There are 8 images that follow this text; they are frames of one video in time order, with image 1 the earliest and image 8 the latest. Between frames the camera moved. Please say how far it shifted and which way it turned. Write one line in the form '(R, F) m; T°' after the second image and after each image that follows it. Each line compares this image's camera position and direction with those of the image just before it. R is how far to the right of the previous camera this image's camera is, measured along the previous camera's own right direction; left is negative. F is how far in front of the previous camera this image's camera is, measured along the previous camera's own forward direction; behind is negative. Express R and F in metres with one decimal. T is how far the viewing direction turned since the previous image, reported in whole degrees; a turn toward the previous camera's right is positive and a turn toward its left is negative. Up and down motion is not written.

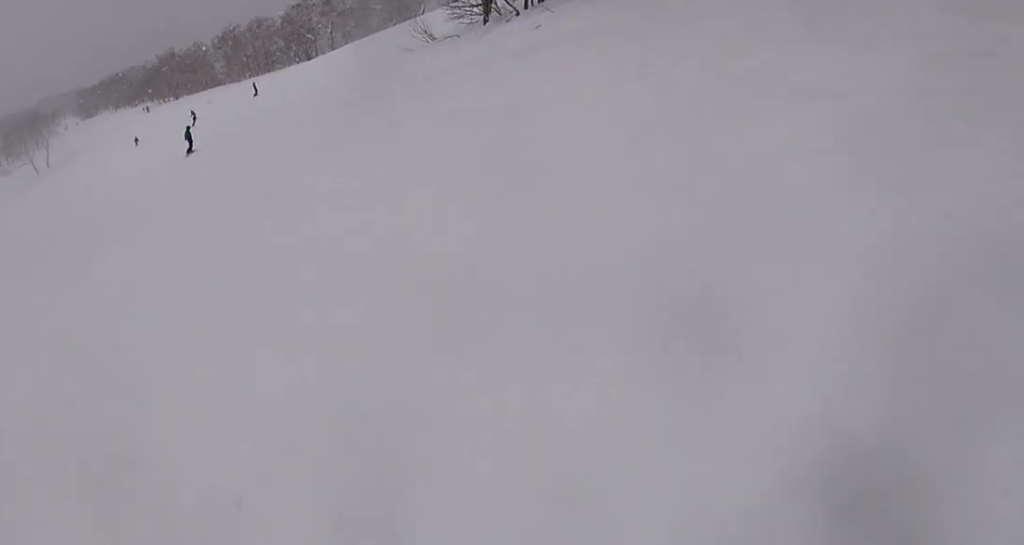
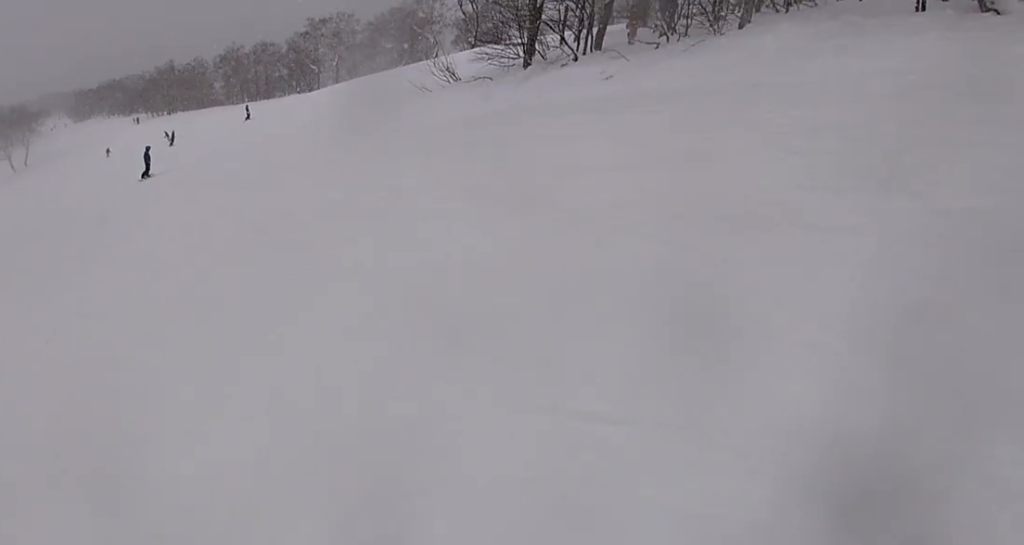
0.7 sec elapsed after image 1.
(+1.5, +7.6) m; +4°
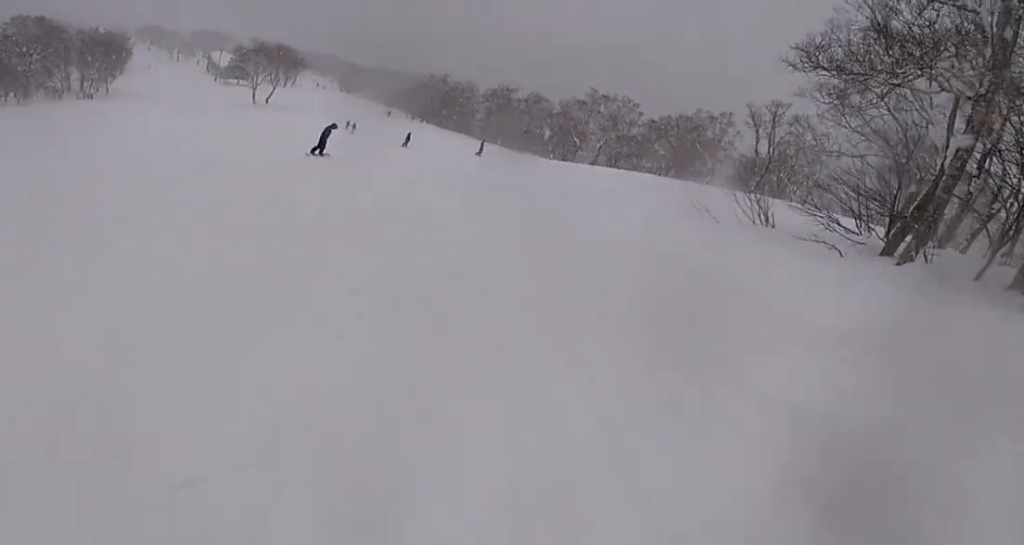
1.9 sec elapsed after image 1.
(-1.8, +11.9) m; -16°
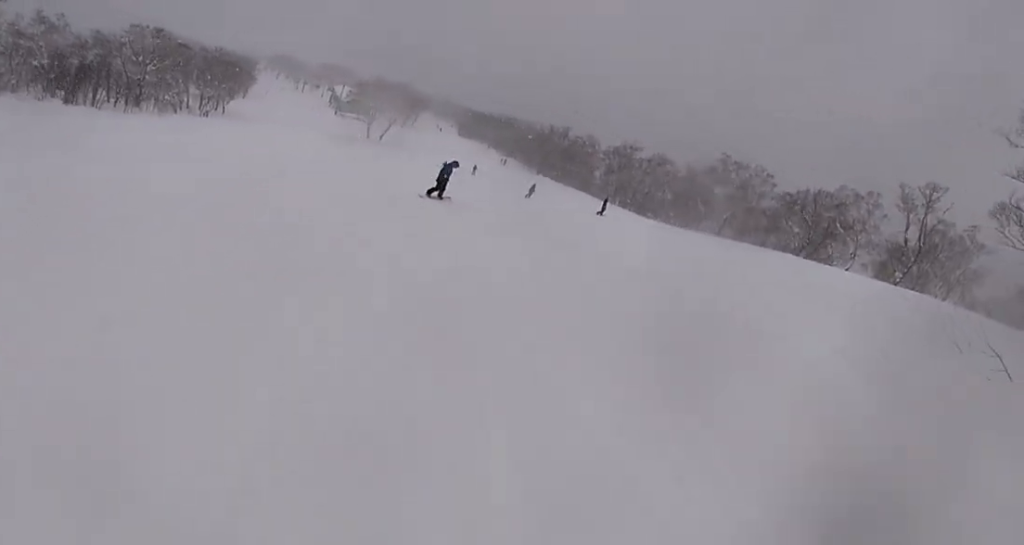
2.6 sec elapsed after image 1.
(+0.5, +6.9) m; -16°
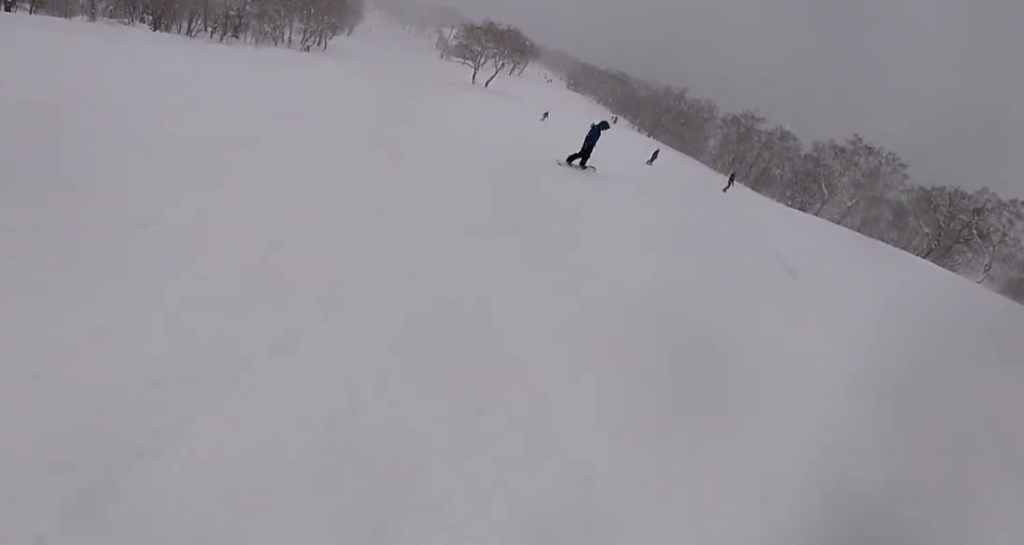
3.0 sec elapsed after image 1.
(-1.4, +4.1) m; -7°
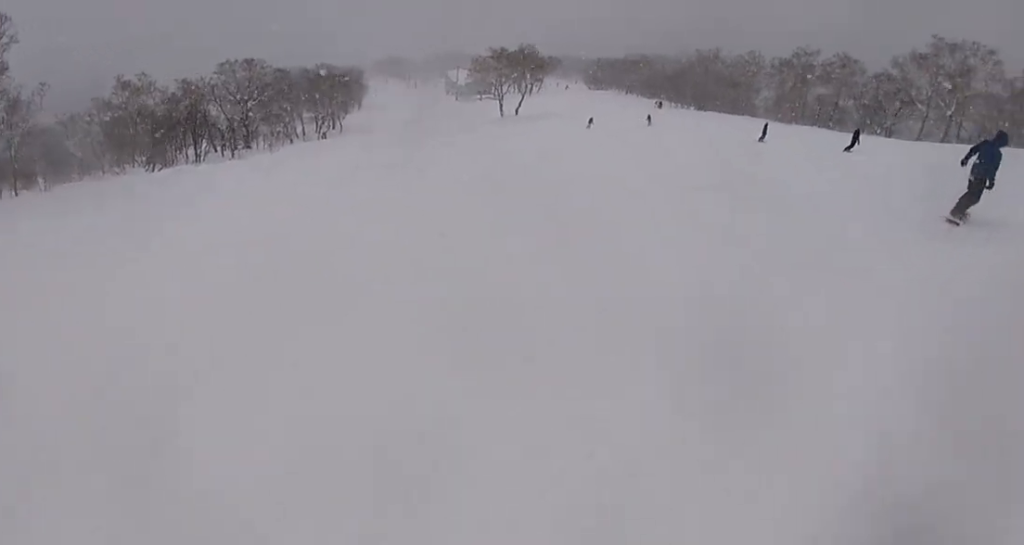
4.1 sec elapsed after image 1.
(-1.9, +10.6) m; -5°
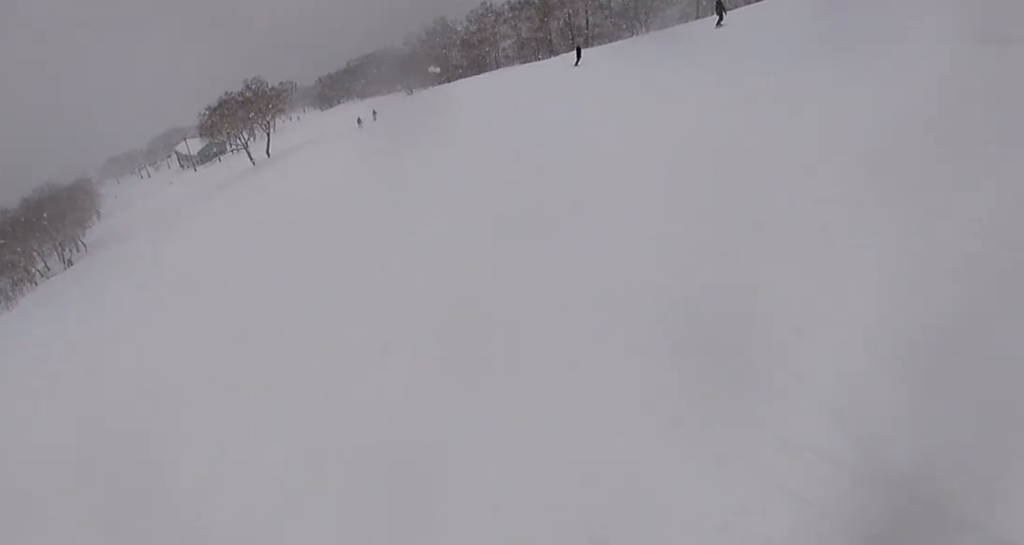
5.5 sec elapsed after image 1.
(+1.5, +13.3) m; +20°
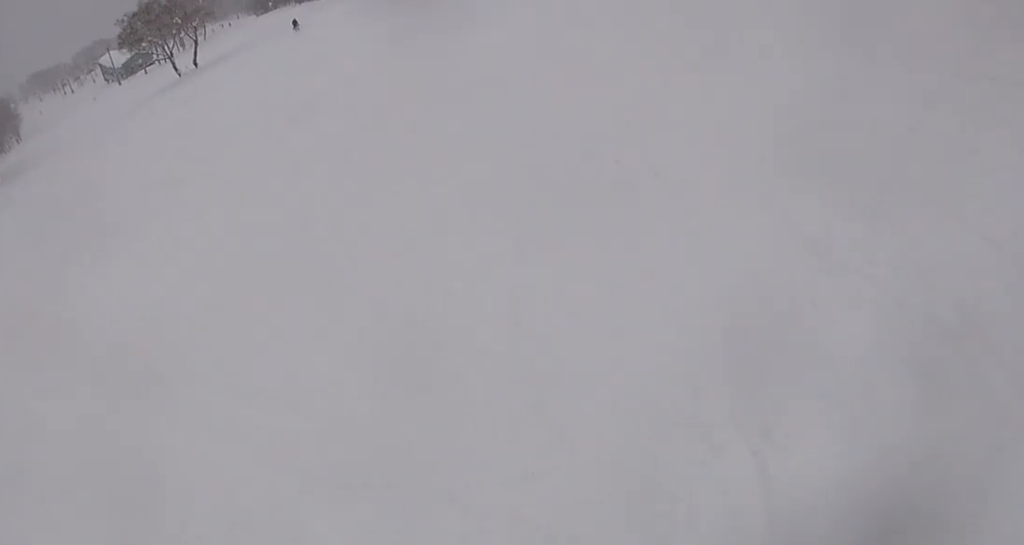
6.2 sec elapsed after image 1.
(+1.1, +6.5) m; +9°
